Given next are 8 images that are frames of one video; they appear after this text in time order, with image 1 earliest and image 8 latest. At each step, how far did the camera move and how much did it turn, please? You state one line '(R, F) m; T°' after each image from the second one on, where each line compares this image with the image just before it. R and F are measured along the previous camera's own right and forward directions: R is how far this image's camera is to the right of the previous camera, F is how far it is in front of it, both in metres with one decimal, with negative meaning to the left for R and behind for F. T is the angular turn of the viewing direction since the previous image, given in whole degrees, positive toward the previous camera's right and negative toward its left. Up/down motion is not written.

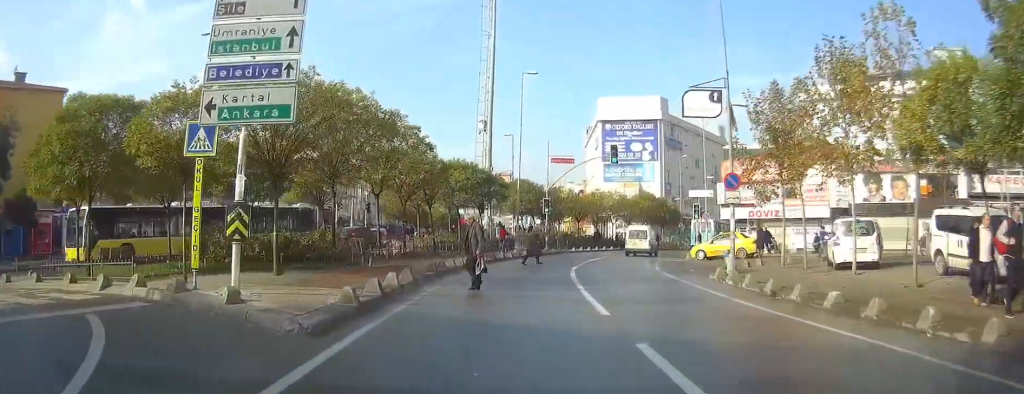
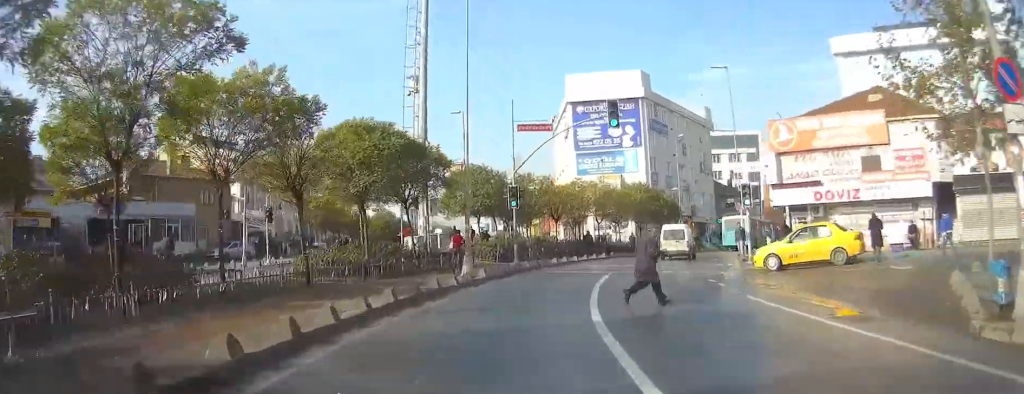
(+0.4, +15.7) m; +4°
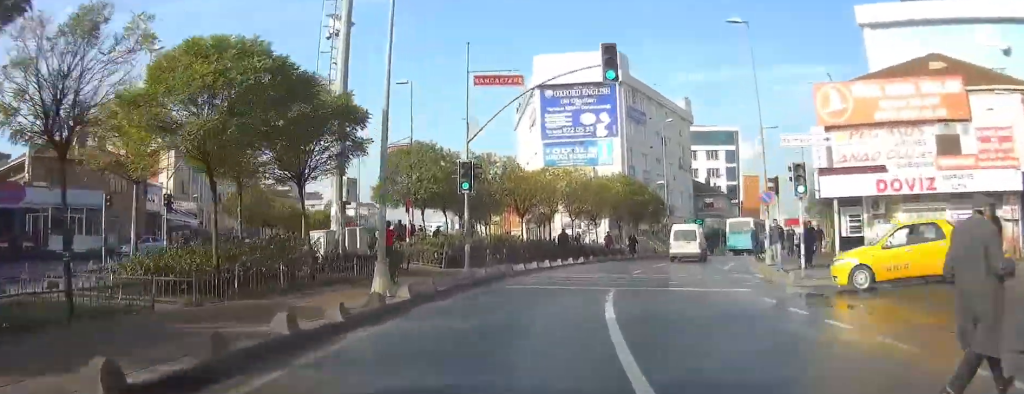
(+0.1, +8.9) m; +4°
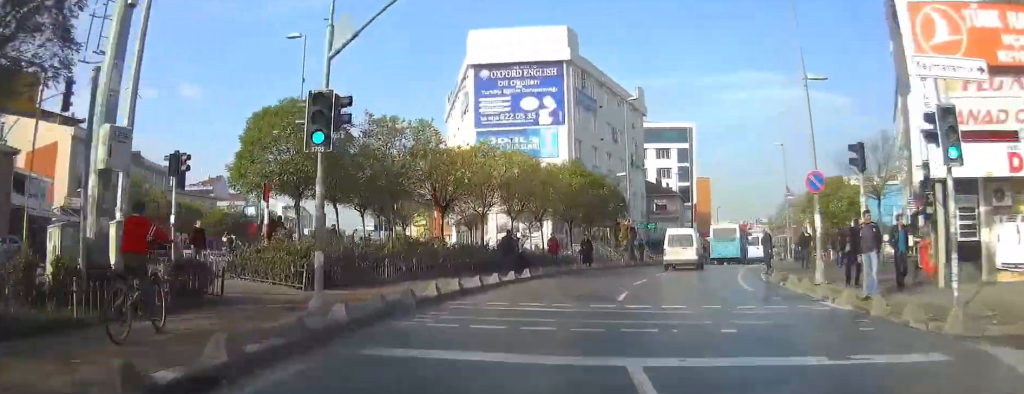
(+0.4, +10.2) m; +6°
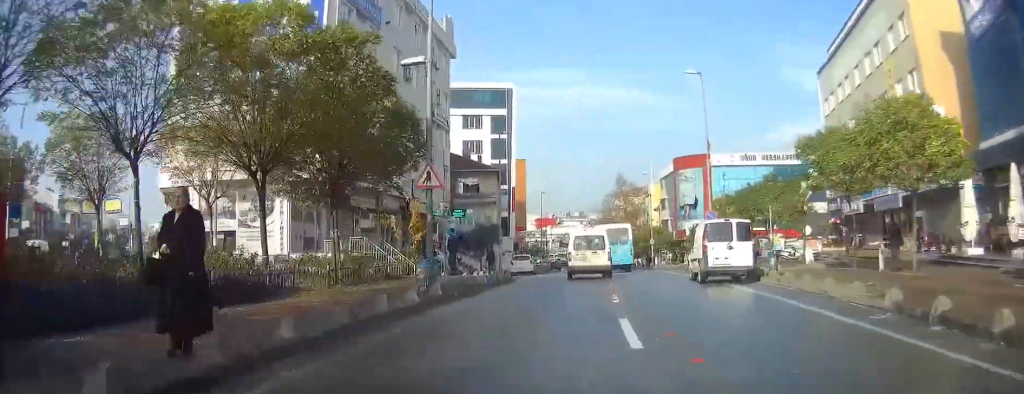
(+3.8, +25.3) m; +15°
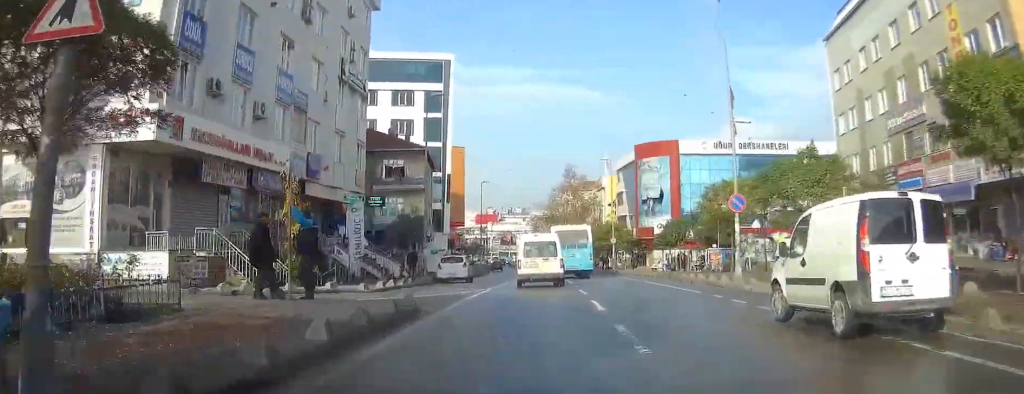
(+0.6, +12.2) m; +4°
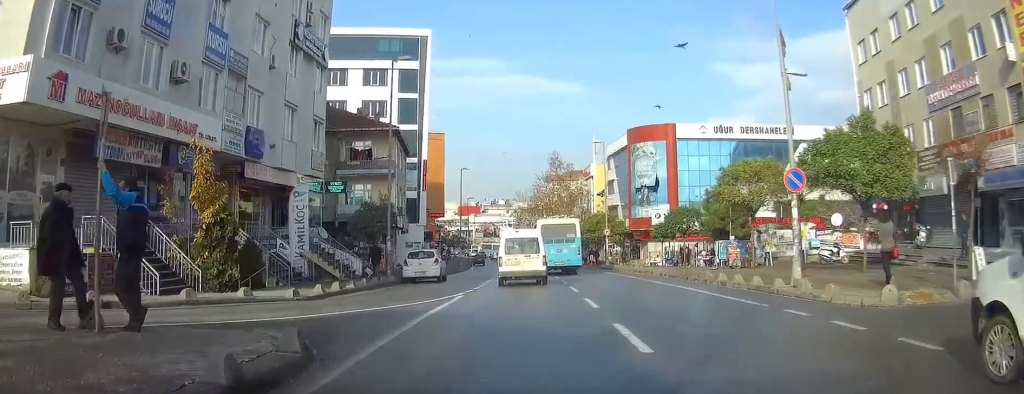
(+0.1, +6.3) m; +1°
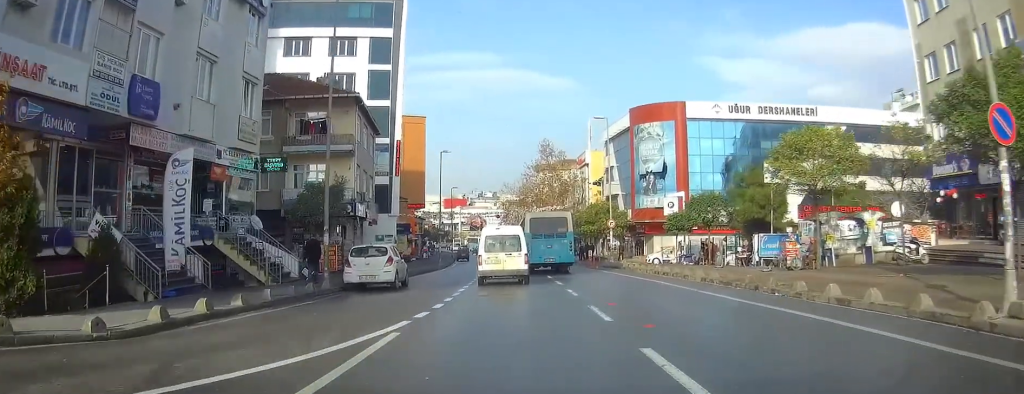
(+0.2, +8.8) m; 0°
